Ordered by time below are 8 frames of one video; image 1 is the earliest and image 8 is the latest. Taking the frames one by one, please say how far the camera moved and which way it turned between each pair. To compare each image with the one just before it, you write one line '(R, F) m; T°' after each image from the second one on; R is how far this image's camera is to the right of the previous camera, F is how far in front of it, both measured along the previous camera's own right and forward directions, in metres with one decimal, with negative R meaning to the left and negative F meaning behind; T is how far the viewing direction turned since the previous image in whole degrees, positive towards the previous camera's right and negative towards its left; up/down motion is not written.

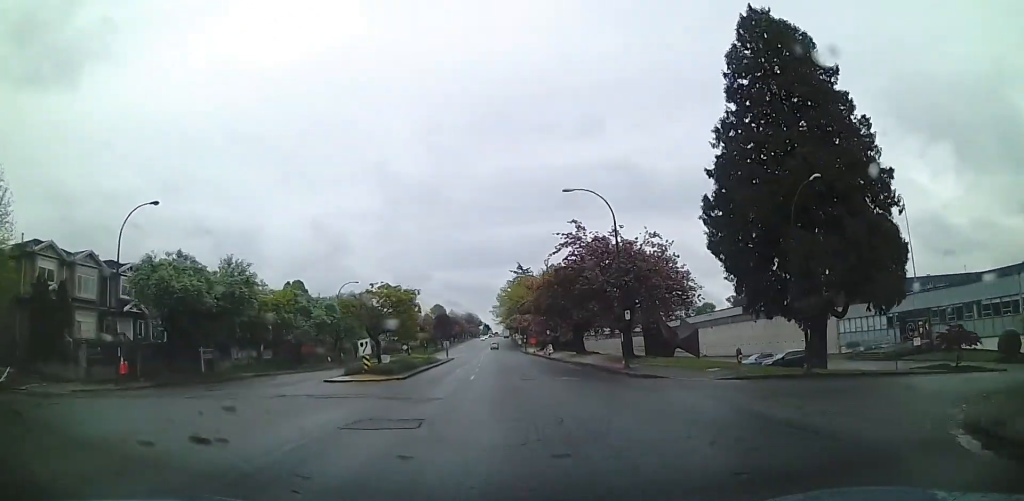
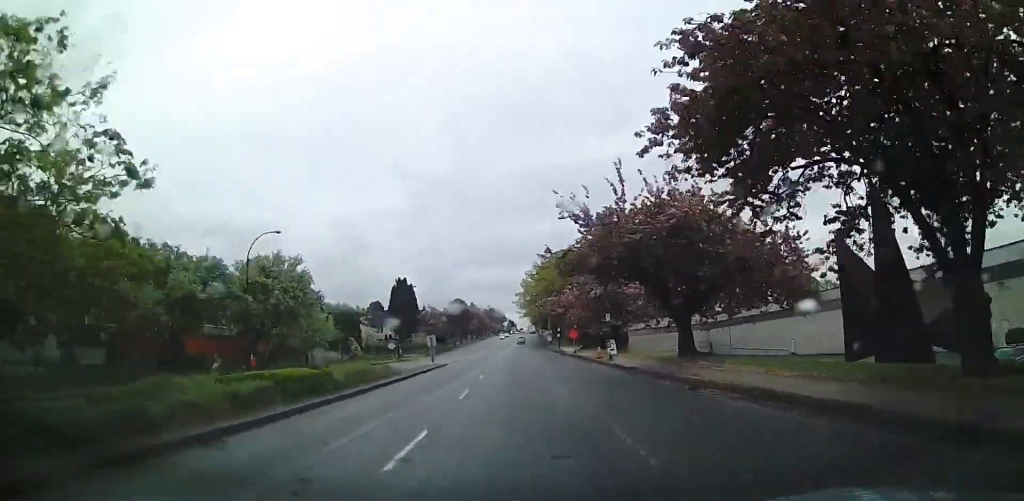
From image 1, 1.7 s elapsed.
(-0.7, +28.6) m; +4°
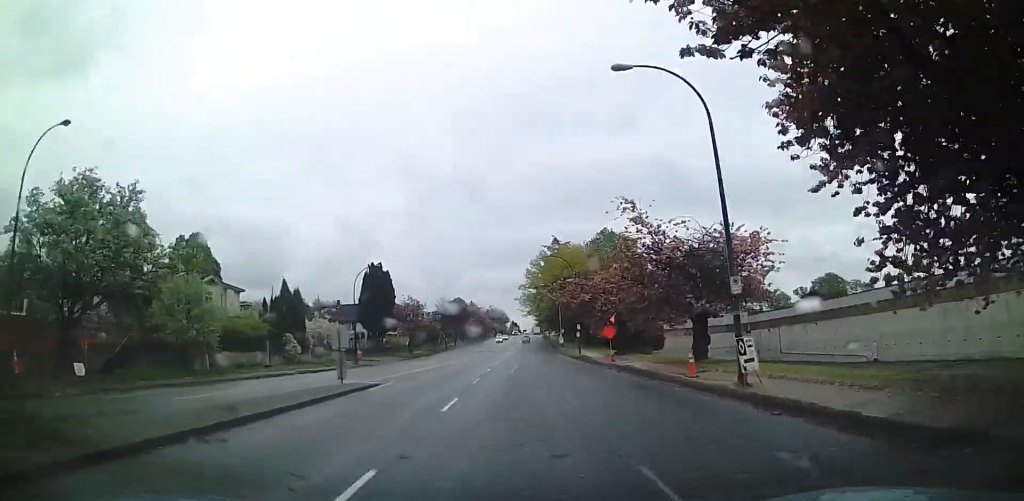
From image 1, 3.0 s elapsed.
(+0.9, +23.3) m; +1°
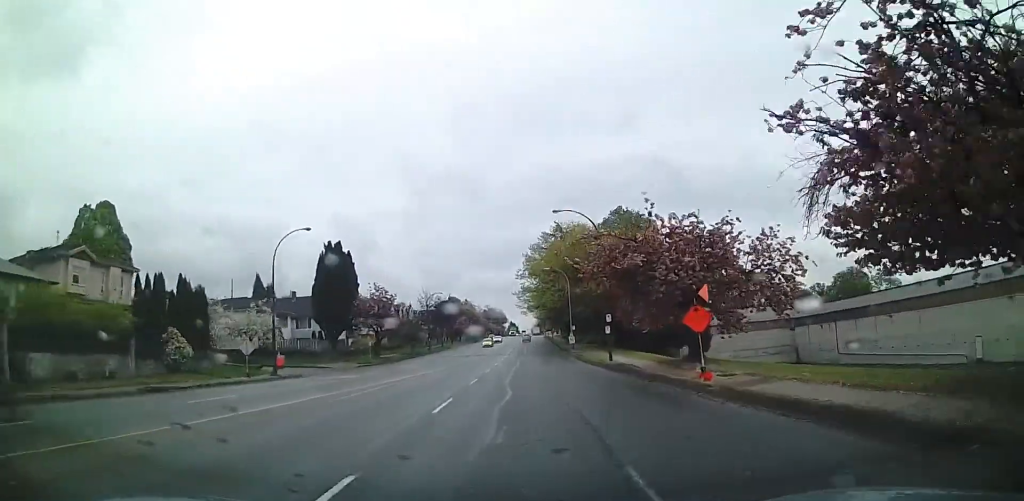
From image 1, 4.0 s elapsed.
(-0.5, +20.3) m; -1°
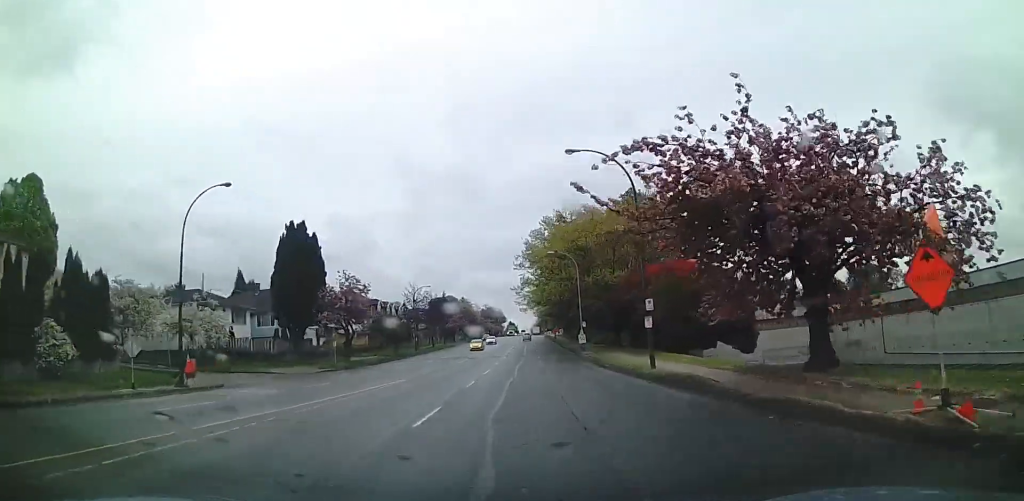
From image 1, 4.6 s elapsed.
(0.0, +11.9) m; 0°
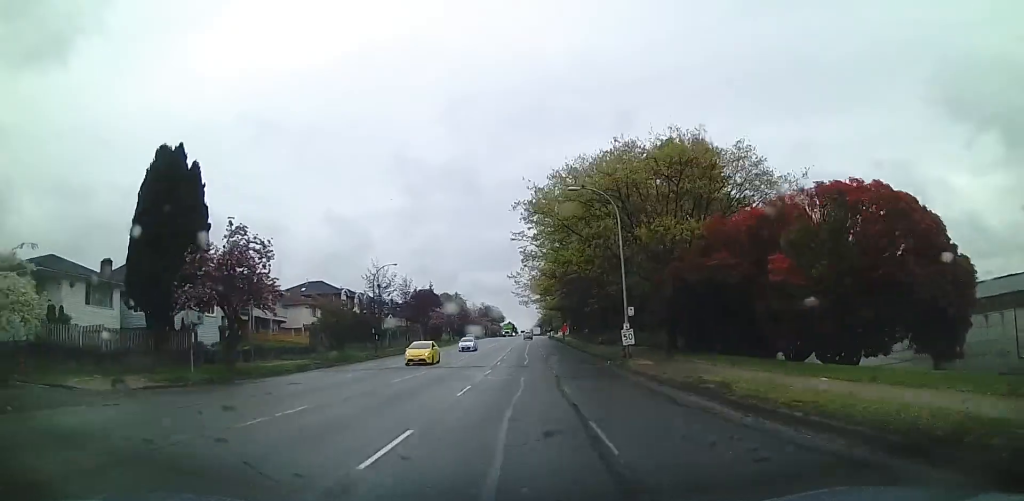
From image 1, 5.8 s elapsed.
(0.0, +23.1) m; +1°
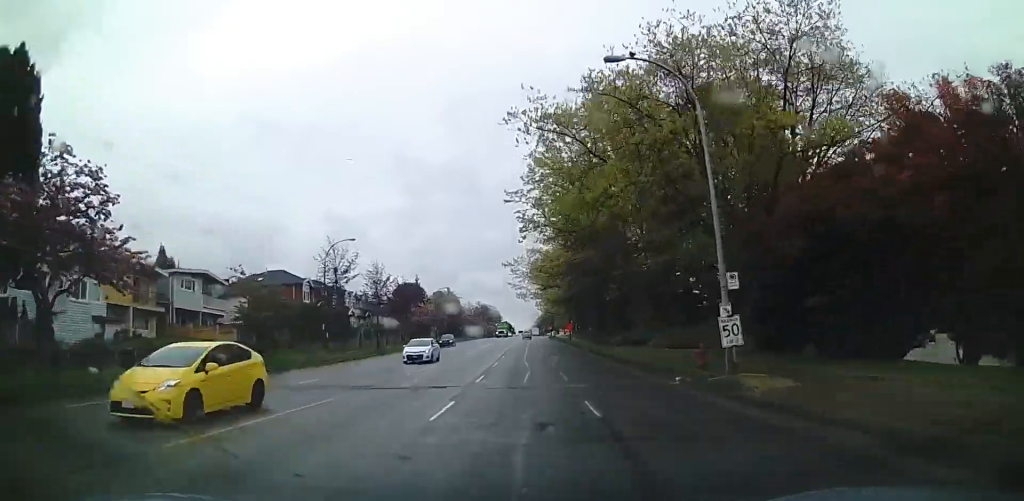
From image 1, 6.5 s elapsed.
(+0.1, +15.1) m; +1°
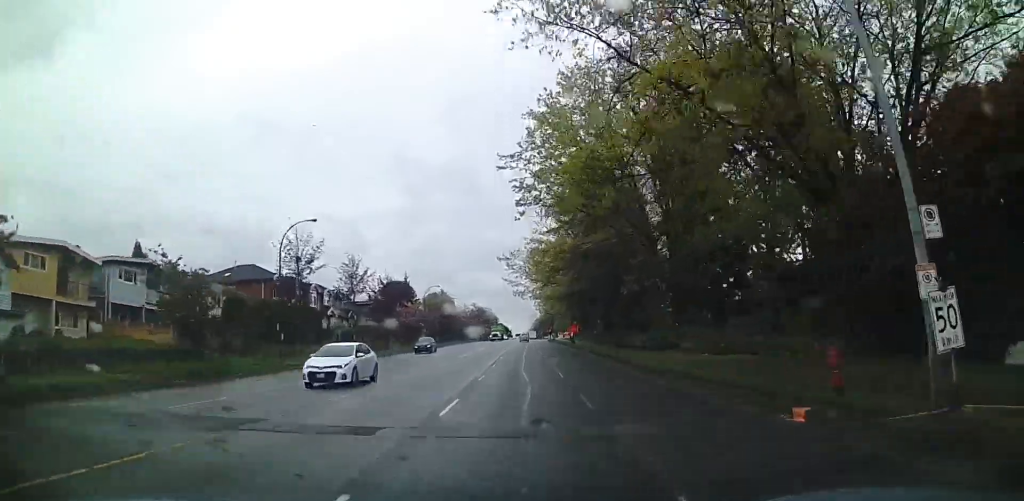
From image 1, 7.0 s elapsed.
(+0.1, +8.5) m; 0°
